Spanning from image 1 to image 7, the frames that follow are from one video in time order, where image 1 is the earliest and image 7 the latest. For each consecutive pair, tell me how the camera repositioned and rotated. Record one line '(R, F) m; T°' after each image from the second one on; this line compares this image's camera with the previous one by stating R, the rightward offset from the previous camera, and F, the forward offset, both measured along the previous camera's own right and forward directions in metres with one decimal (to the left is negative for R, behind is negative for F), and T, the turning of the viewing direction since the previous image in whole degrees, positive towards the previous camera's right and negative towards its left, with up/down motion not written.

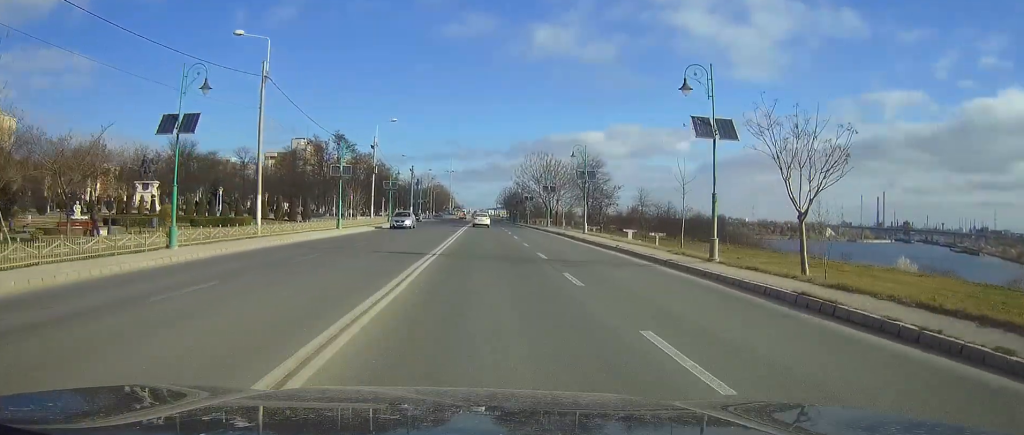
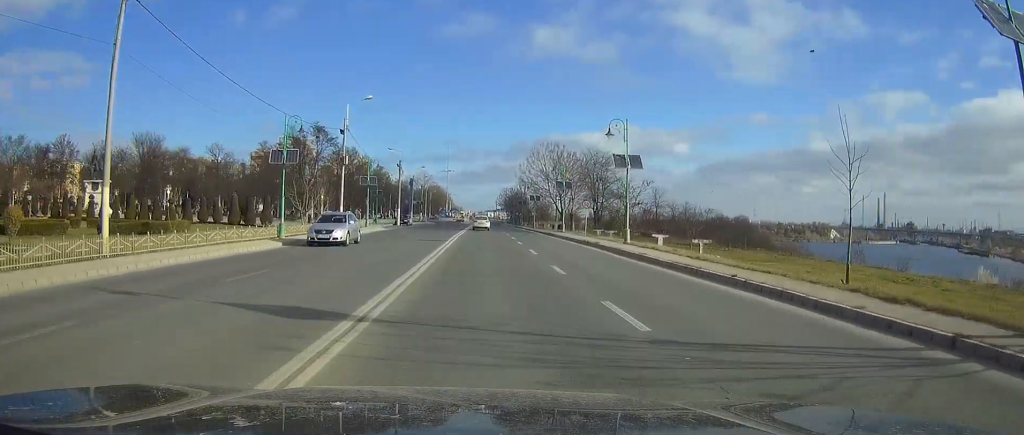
(0.0, +14.6) m; 0°
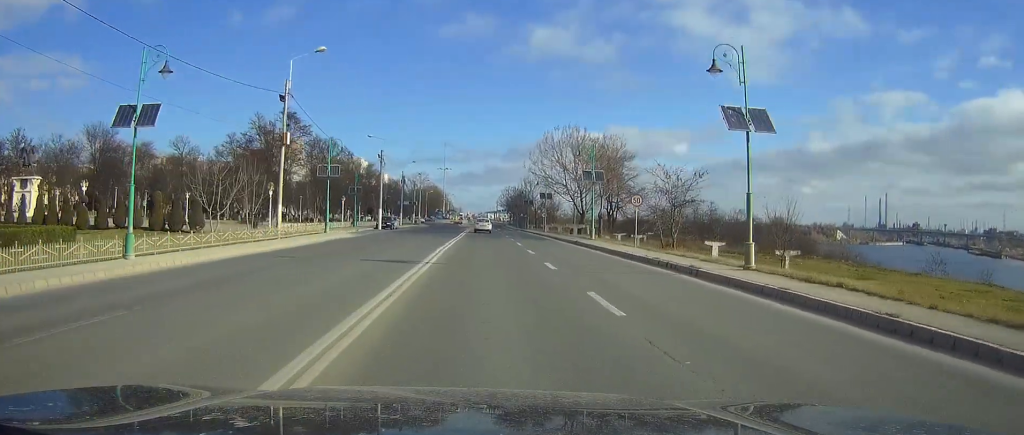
(0.0, +16.6) m; 0°
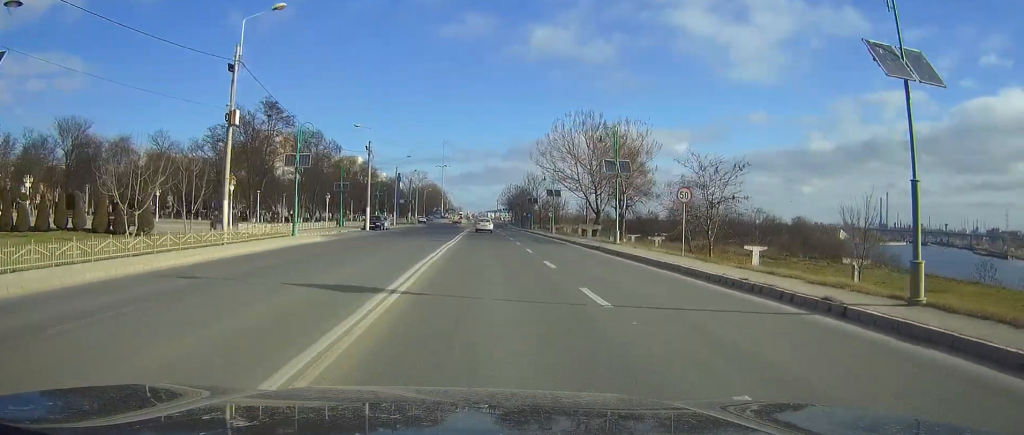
(0.0, +8.3) m; 0°
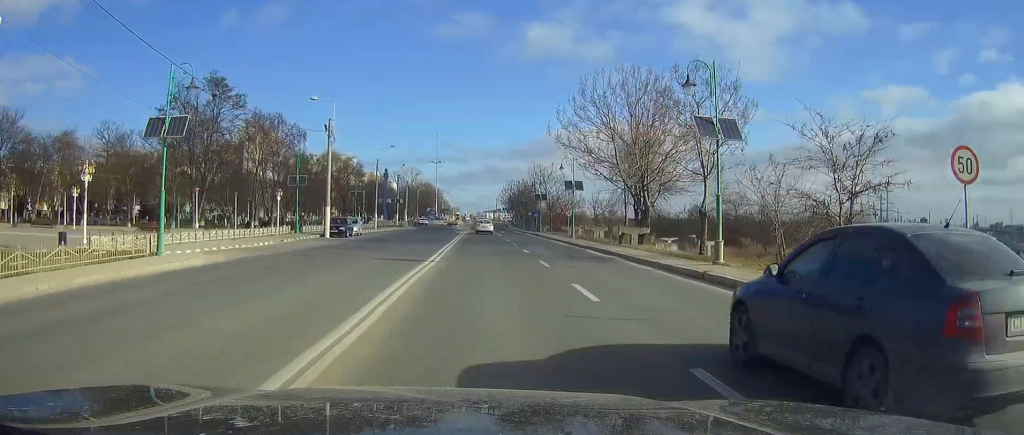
(0.0, +16.8) m; 0°
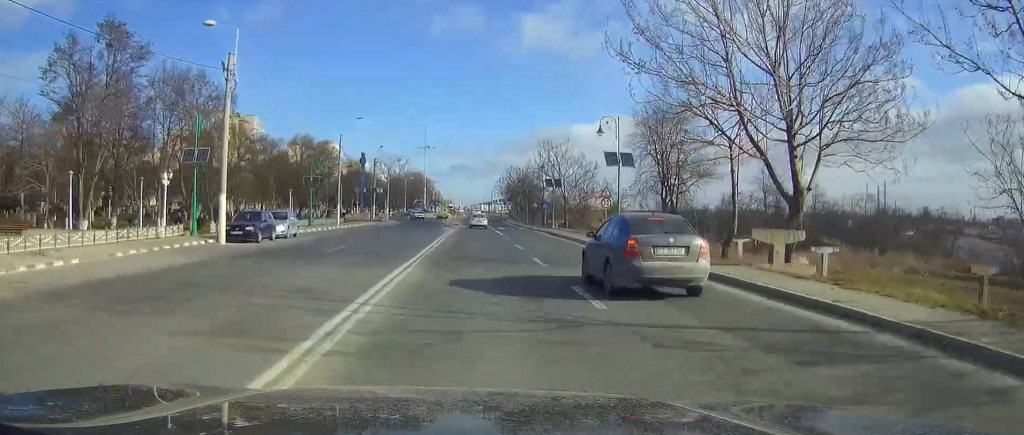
(0.0, +19.9) m; 0°
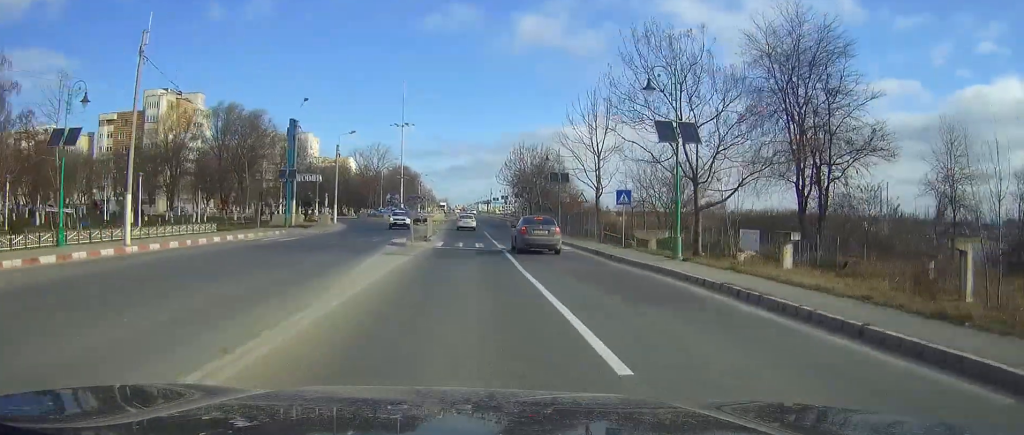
(+0.1, +40.5) m; 0°
